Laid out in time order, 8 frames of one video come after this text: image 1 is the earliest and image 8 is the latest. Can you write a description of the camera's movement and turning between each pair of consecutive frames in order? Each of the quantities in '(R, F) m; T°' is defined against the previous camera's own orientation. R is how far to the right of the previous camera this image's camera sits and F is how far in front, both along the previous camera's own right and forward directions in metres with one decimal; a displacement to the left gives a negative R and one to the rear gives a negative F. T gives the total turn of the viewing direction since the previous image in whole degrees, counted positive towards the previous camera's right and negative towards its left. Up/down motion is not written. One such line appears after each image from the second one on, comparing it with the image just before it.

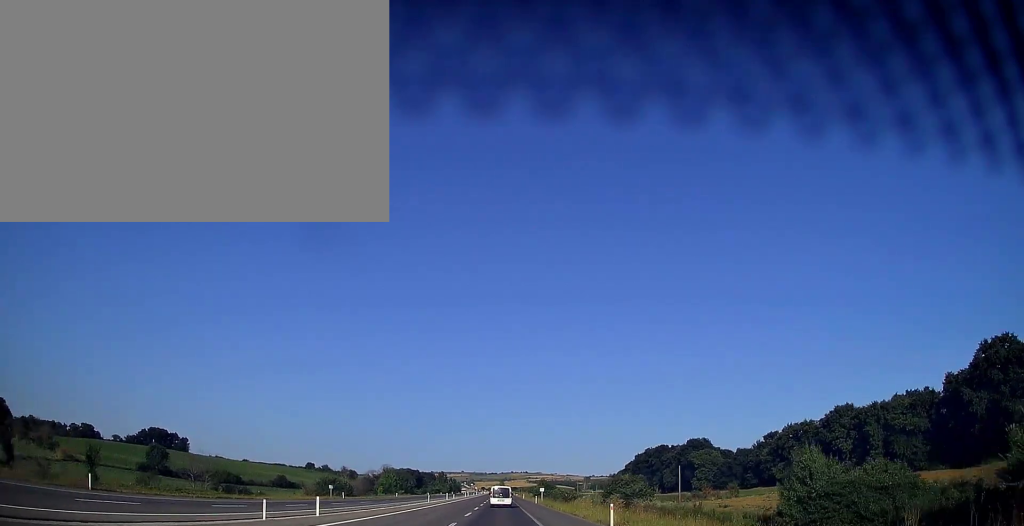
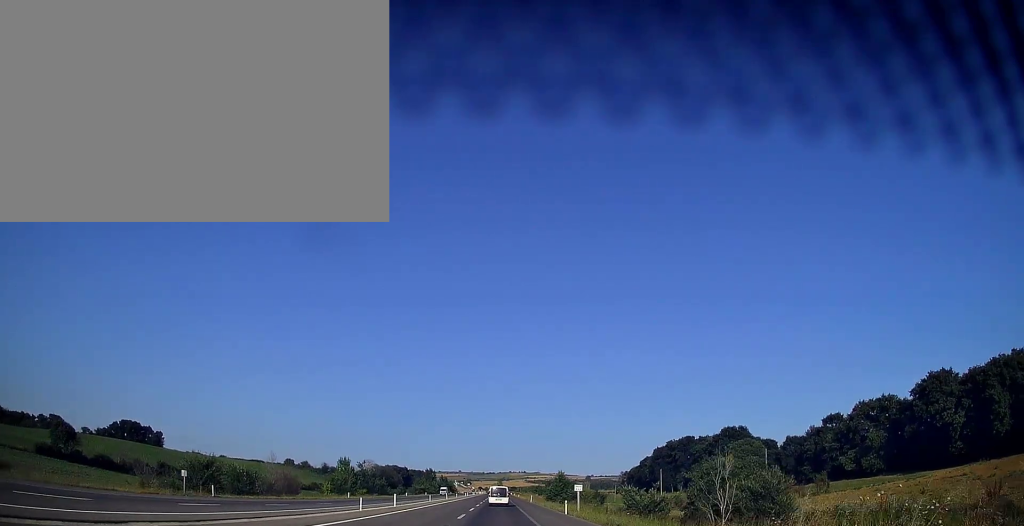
(-0.1, +40.1) m; 0°
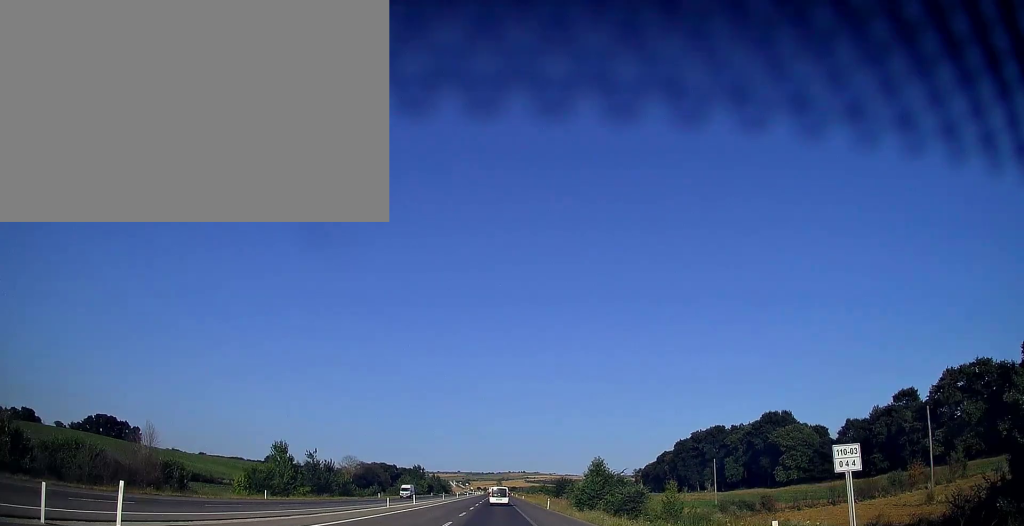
(+0.2, +31.3) m; 0°
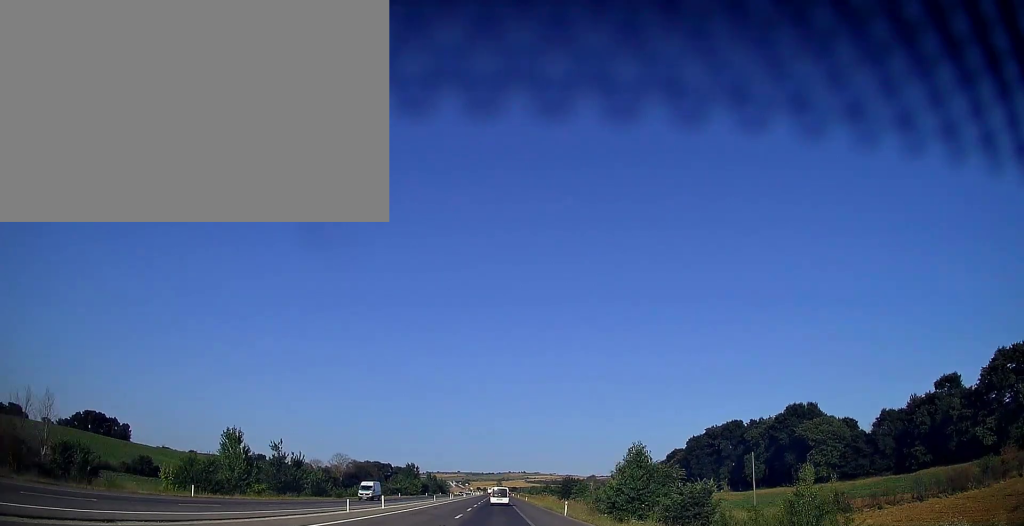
(0.0, +15.7) m; 0°
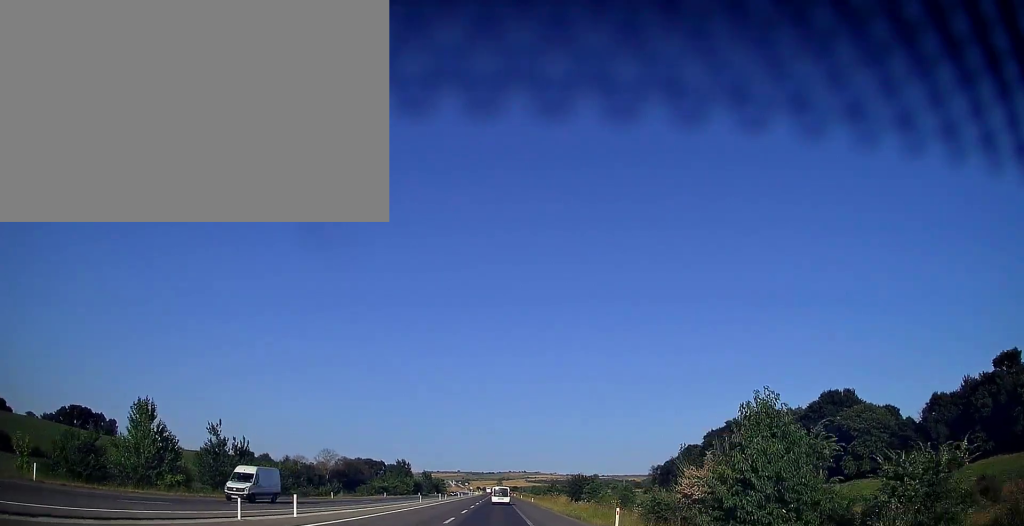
(+0.1, +17.6) m; 0°
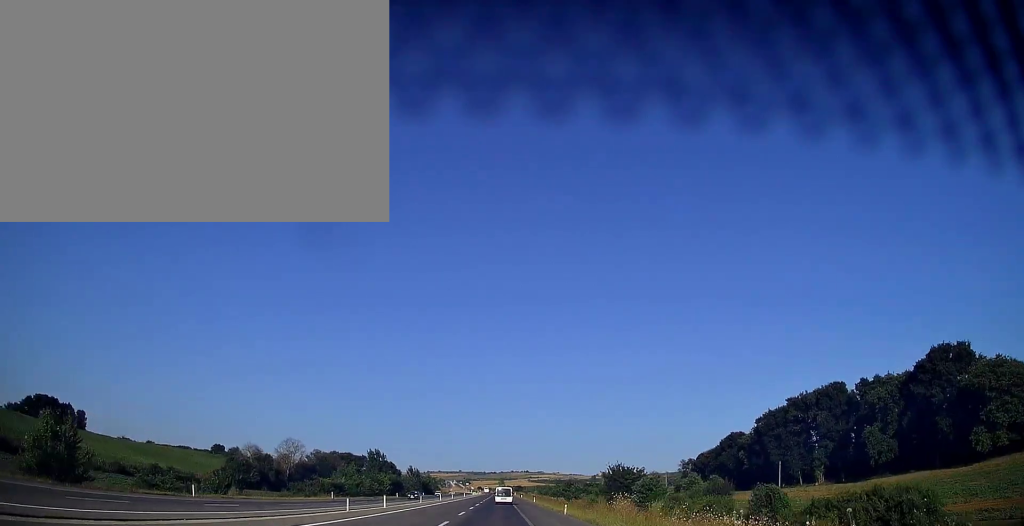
(-0.2, +38.1) m; 0°
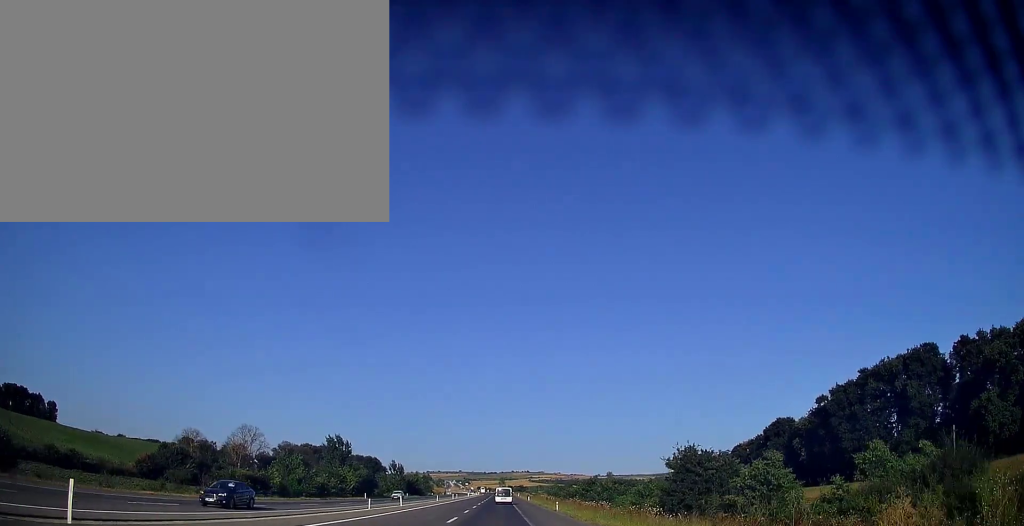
(+0.1, +32.3) m; 0°
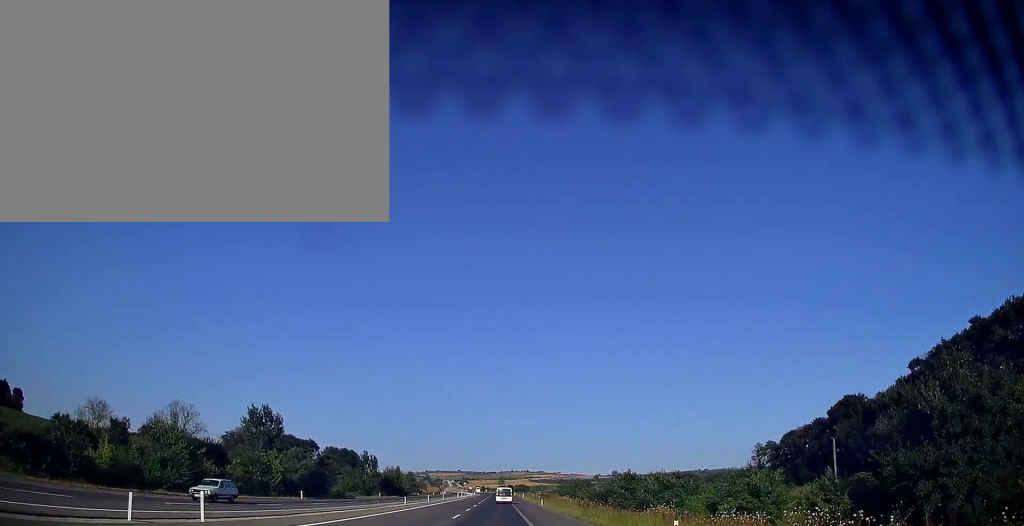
(-0.1, +32.3) m; 0°
